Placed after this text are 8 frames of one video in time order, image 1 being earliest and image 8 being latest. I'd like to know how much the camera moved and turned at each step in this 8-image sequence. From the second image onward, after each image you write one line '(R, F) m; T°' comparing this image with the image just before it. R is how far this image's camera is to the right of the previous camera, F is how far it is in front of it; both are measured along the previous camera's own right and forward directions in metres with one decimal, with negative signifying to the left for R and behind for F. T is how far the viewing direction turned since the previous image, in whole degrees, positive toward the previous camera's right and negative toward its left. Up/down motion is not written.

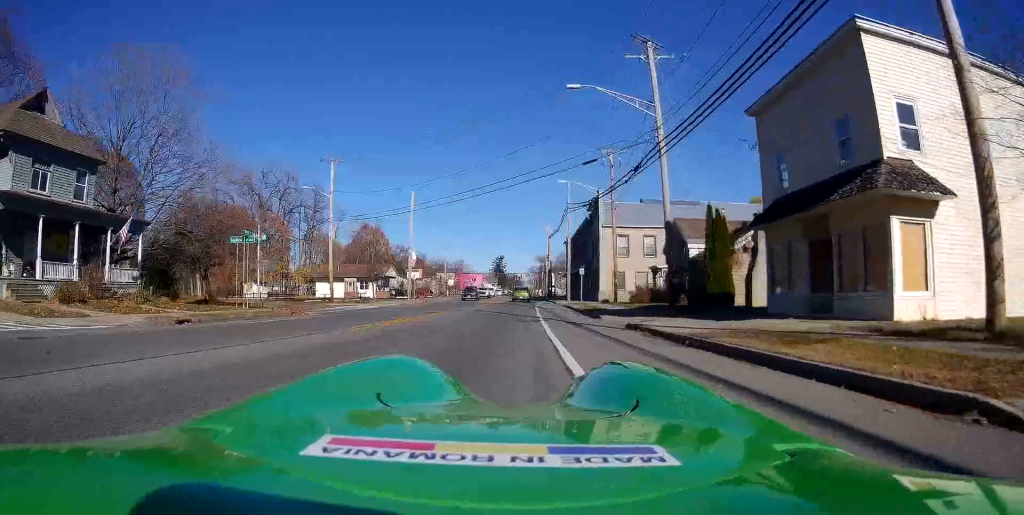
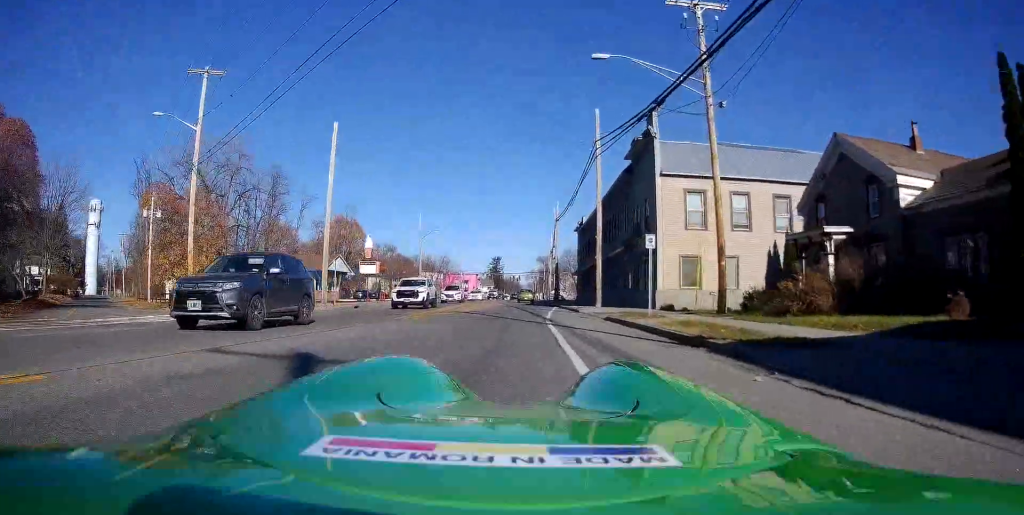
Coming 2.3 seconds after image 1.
(-0.2, +24.4) m; 0°
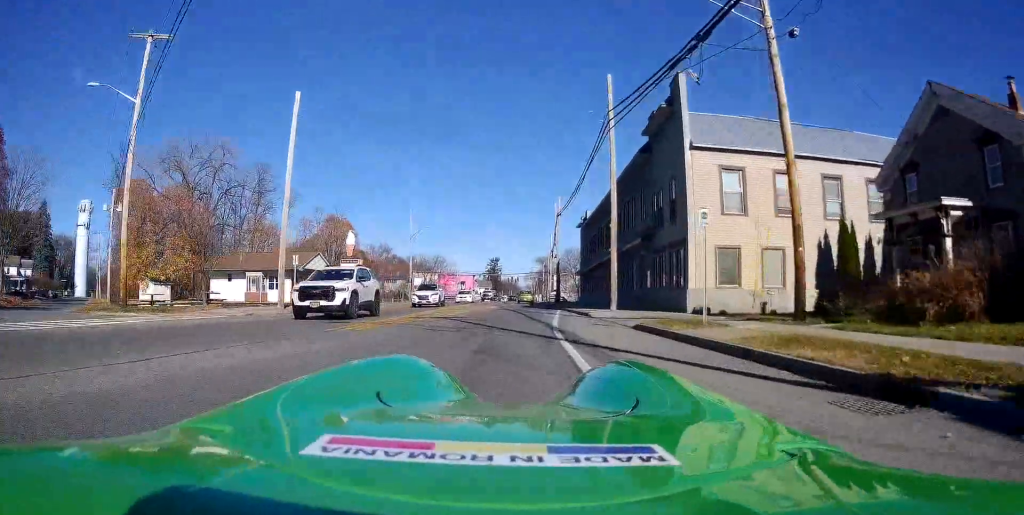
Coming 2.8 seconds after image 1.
(+0.2, +5.7) m; 0°
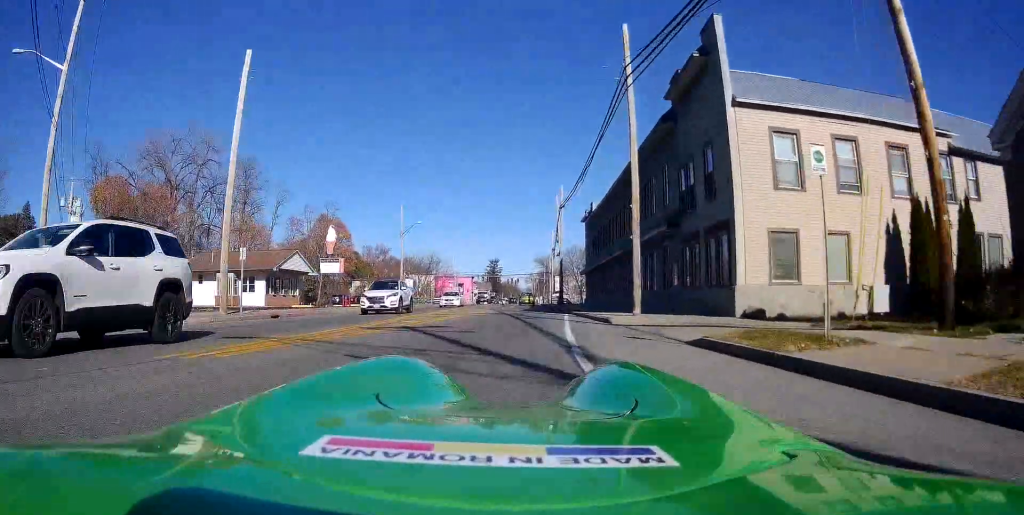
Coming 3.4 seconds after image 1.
(-0.2, +5.6) m; -1°
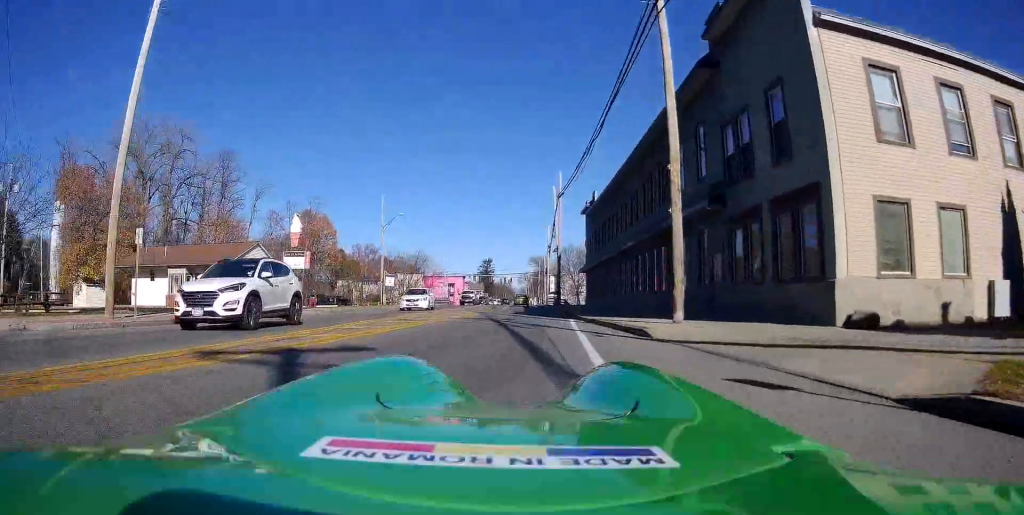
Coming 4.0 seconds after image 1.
(-0.1, +6.5) m; -1°
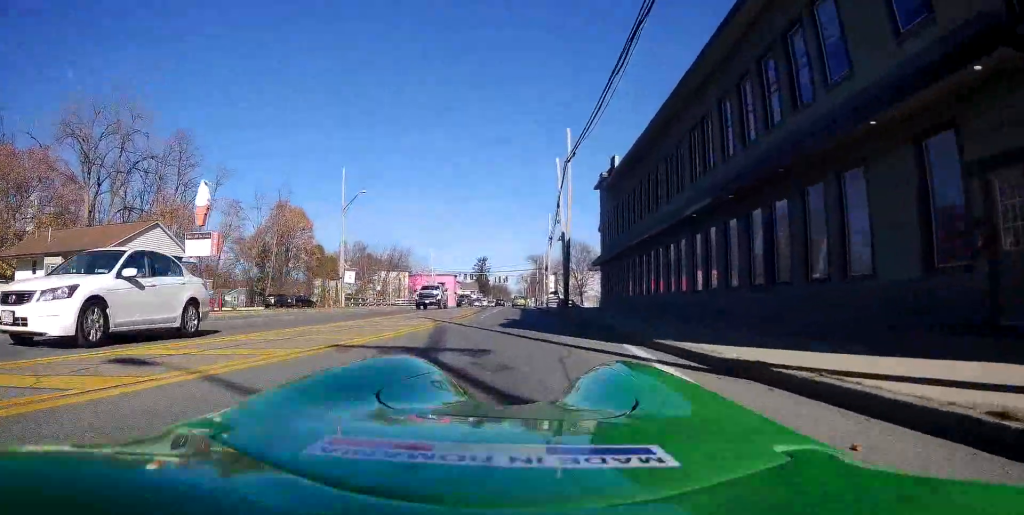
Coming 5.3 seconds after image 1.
(0.0, +13.4) m; +1°
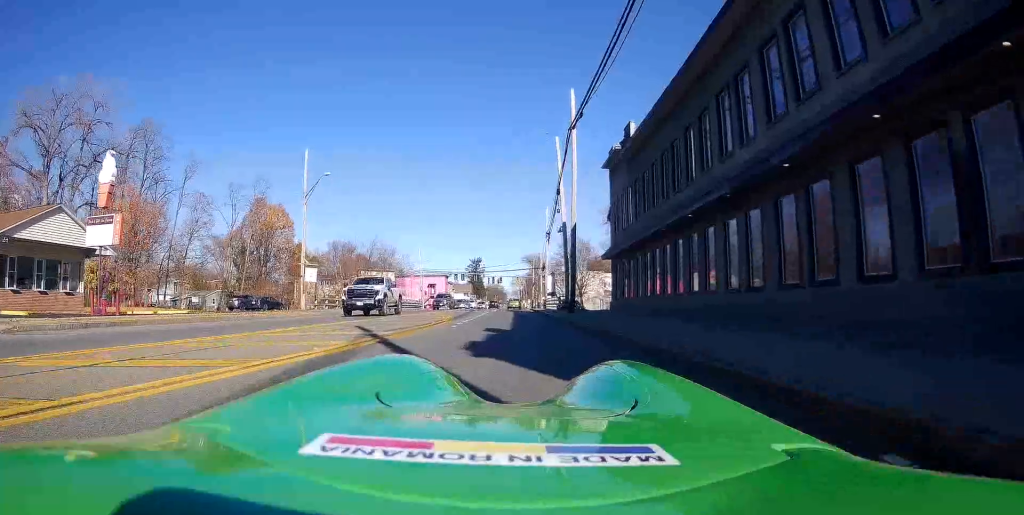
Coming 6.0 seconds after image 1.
(0.0, +7.7) m; 0°
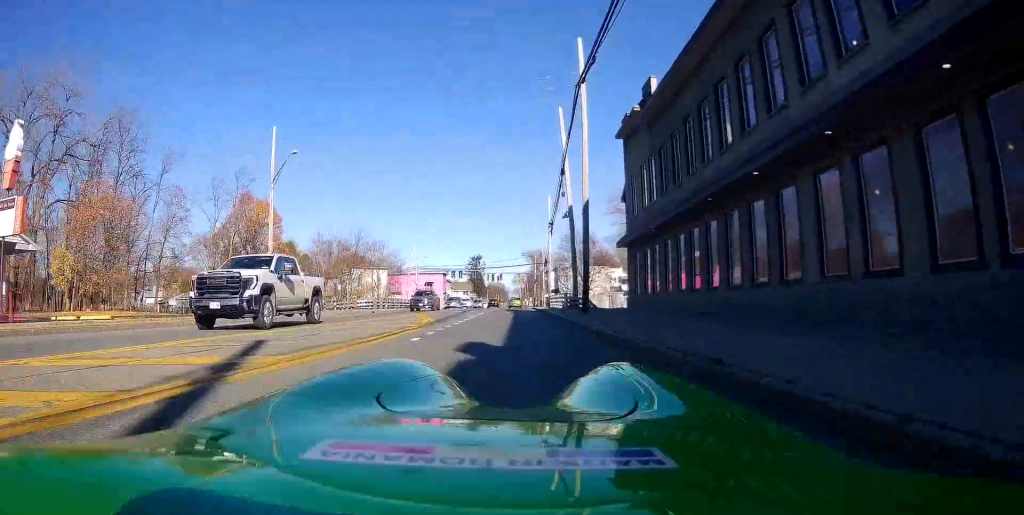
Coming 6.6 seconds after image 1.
(+0.2, +6.0) m; -1°
